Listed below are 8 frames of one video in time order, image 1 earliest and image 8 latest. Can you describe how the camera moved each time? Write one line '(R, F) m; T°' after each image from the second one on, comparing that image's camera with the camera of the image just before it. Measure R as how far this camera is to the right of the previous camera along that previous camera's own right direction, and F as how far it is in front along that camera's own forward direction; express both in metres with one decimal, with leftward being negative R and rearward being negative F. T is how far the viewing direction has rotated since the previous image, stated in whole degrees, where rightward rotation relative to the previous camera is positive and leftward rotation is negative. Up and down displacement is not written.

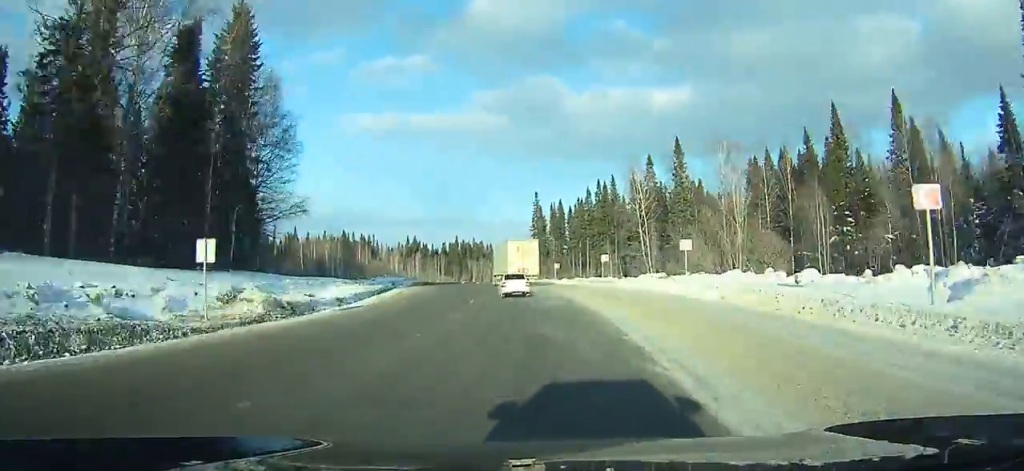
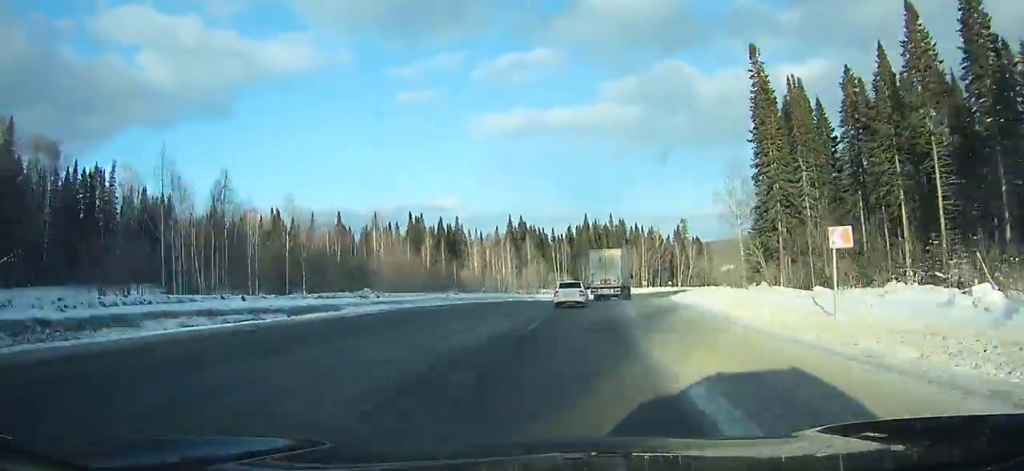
(-9.8, +99.7) m; -7°
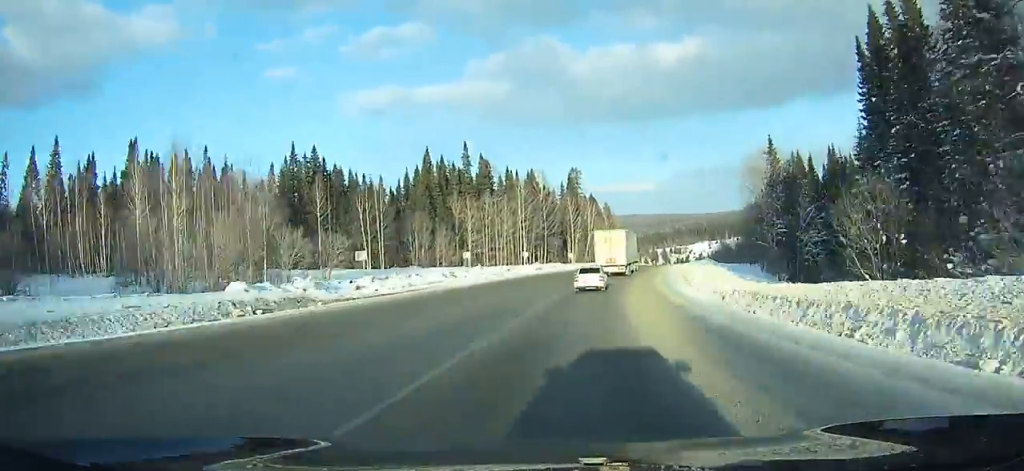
(+3.6, +81.1) m; +8°
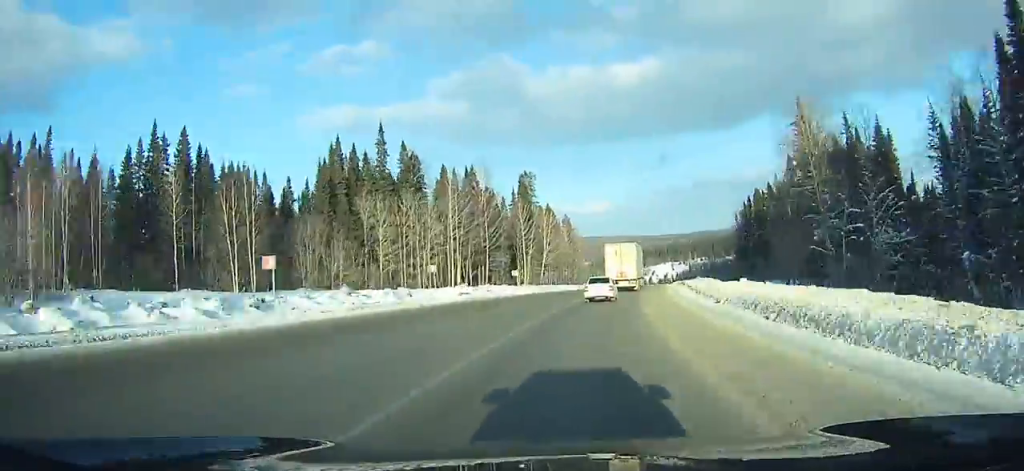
(+0.7, +29.1) m; +4°
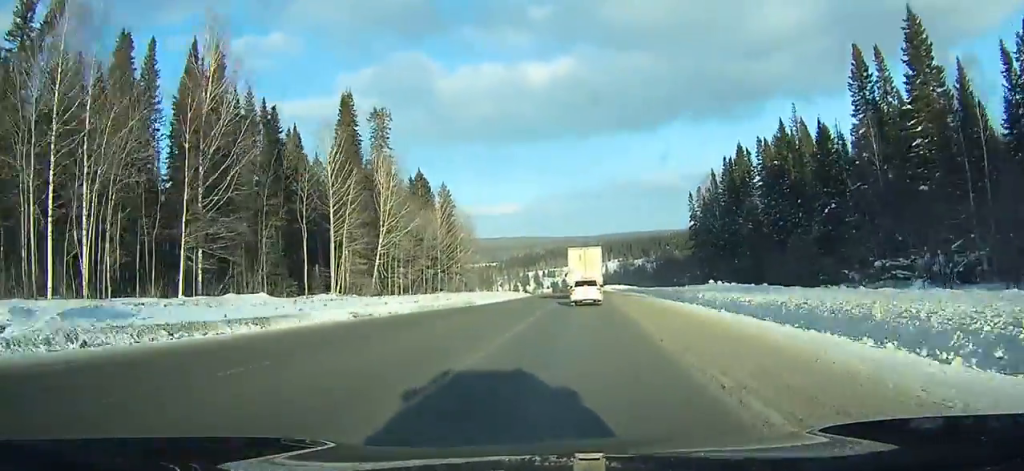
(+3.6, +58.4) m; +5°
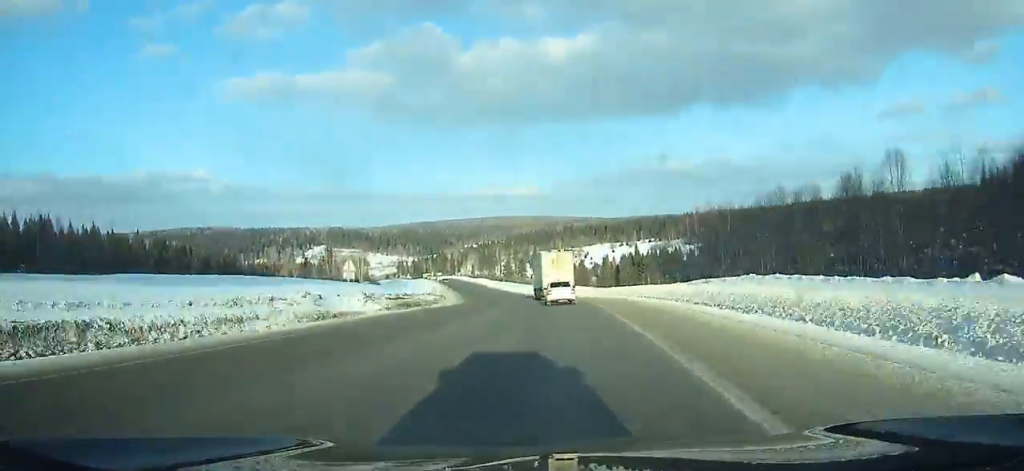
(+5.7, +126.6) m; +2°
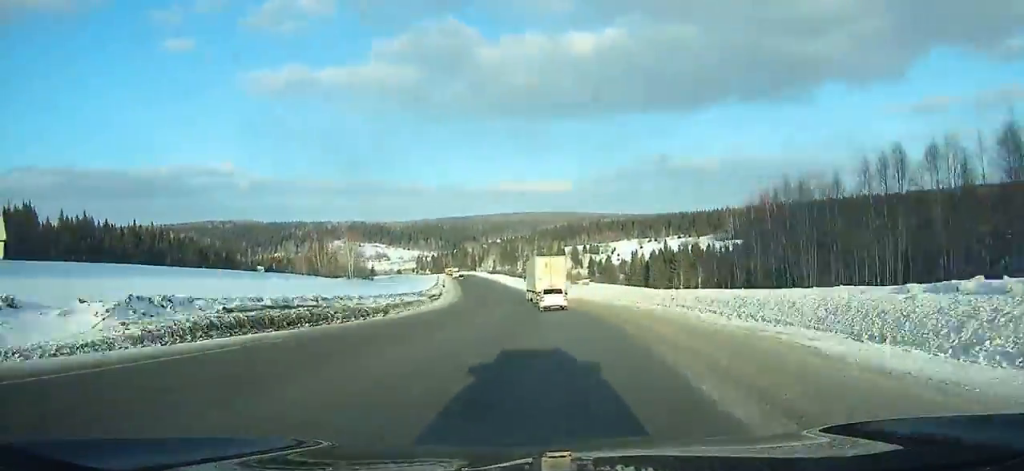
(+0.7, +22.8) m; -1°
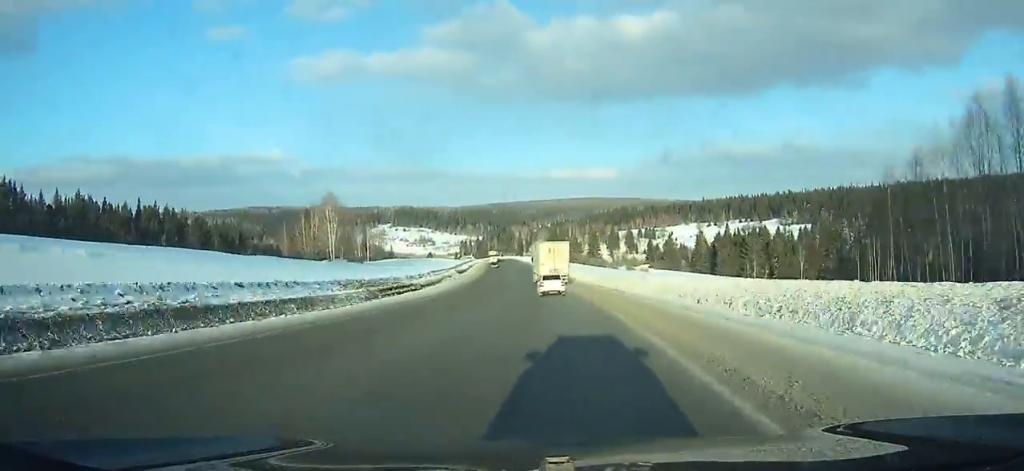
(-1.1, +34.5) m; -4°
